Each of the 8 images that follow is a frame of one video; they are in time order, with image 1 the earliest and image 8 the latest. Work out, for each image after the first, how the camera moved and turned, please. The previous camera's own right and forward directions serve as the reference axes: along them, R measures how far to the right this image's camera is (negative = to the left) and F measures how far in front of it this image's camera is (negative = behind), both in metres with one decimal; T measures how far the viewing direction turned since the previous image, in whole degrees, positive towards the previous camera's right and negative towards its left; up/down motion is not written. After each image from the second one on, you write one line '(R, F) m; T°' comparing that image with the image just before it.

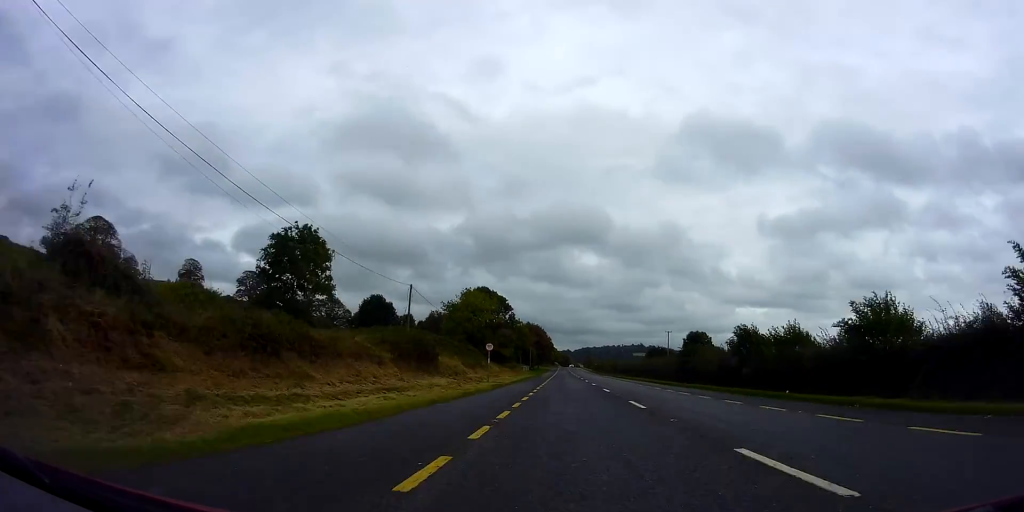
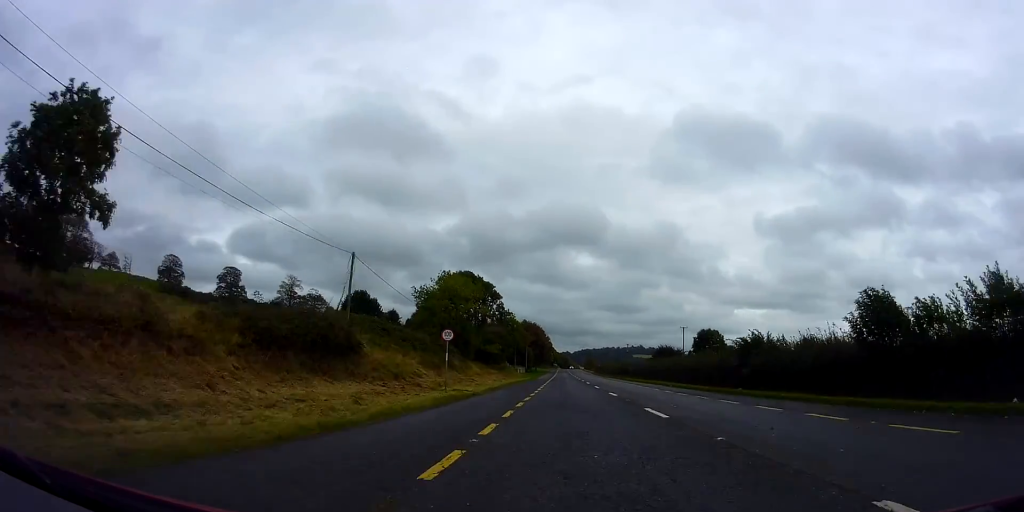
(-0.1, +15.4) m; -1°
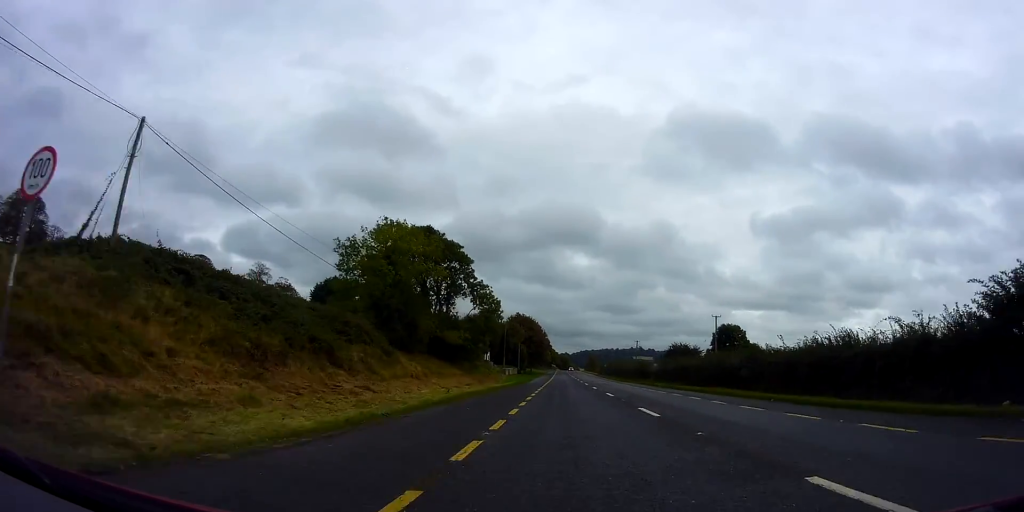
(-0.3, +22.6) m; 0°
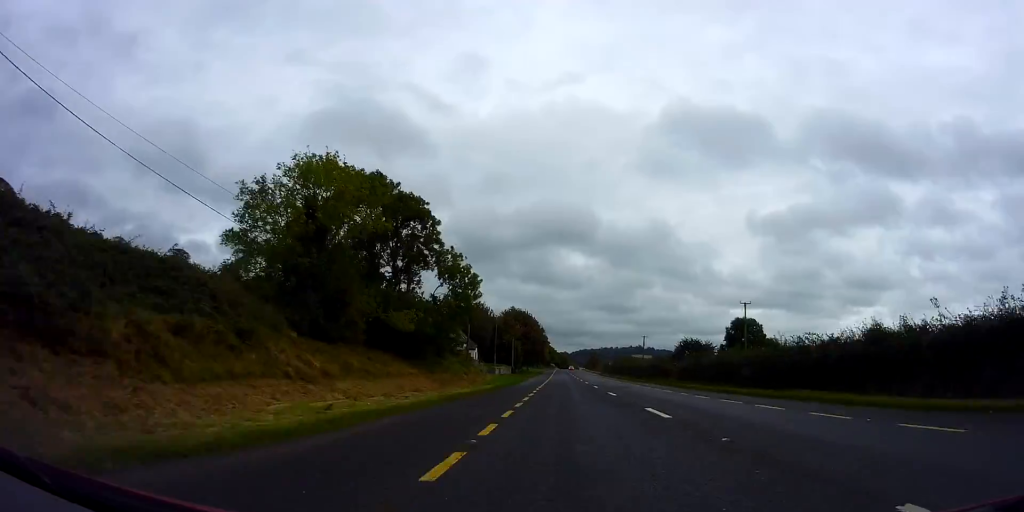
(-0.3, +13.6) m; +1°
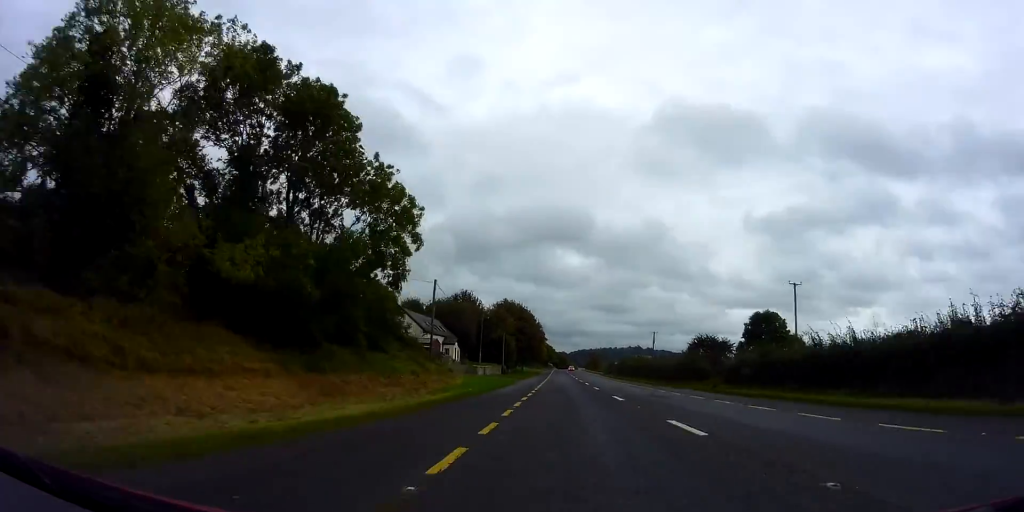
(+0.6, +15.5) m; 0°
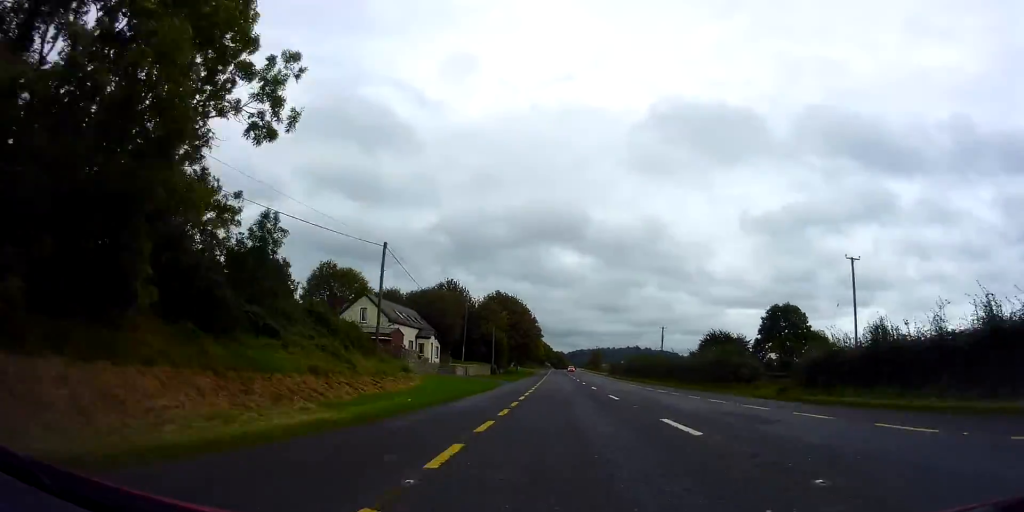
(+0.3, +11.8) m; 0°
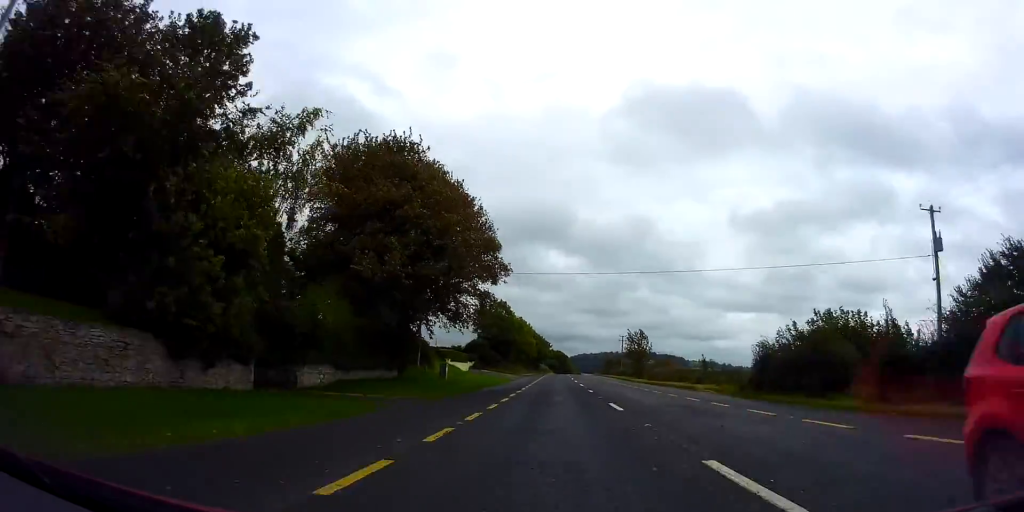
(-1.9, +77.2) m; 0°
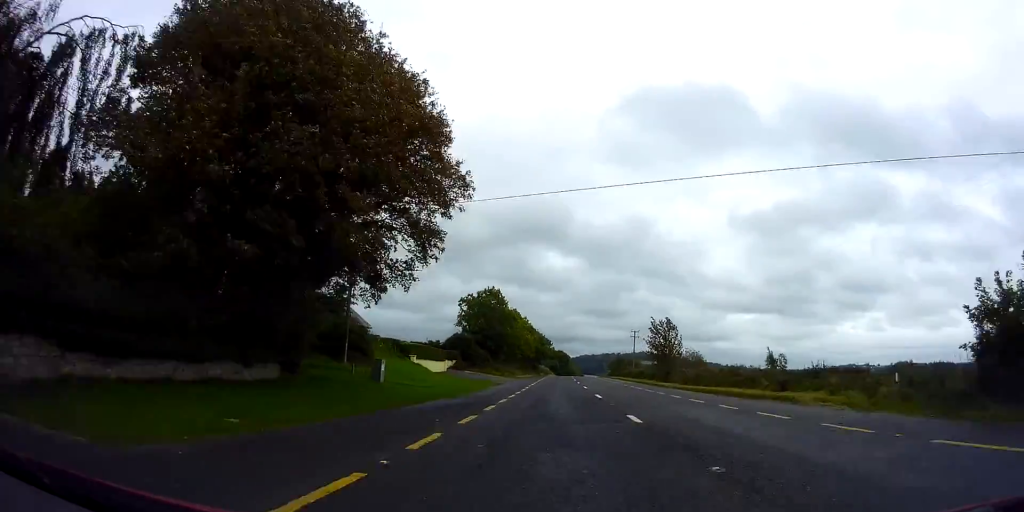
(+0.4, +16.7) m; 0°
